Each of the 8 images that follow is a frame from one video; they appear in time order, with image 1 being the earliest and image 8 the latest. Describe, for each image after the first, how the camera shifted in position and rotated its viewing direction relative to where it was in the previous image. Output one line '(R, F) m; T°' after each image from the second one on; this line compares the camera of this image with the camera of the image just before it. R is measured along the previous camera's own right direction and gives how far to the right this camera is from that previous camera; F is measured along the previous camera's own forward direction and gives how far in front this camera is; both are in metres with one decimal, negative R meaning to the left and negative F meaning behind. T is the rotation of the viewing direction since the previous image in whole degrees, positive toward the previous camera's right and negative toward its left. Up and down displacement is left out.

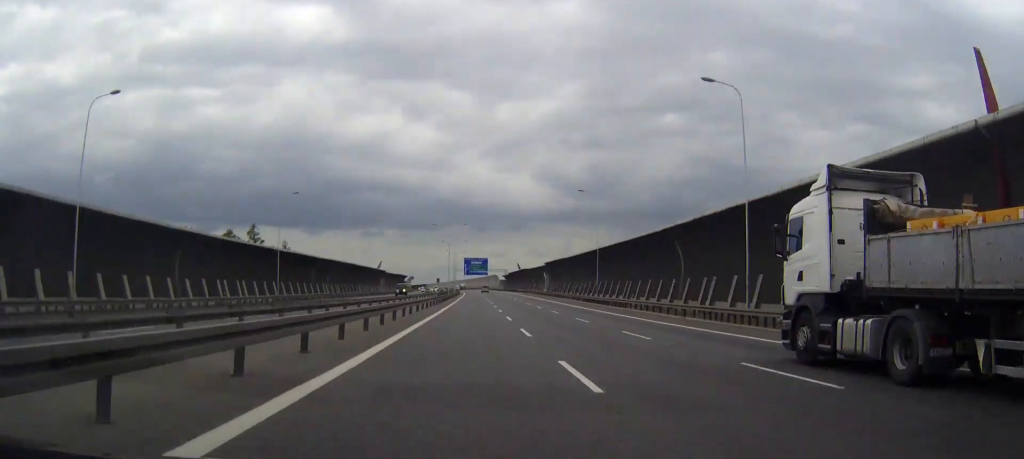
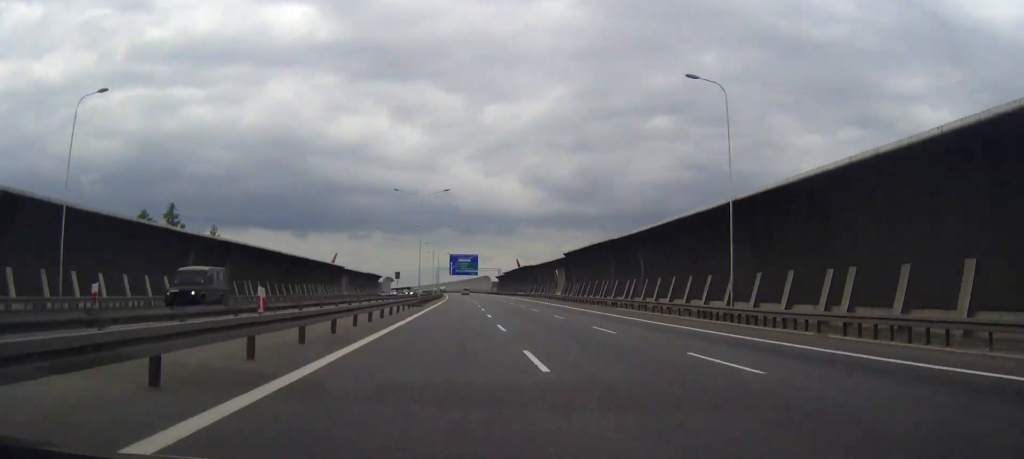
(+0.2, +45.9) m; 0°
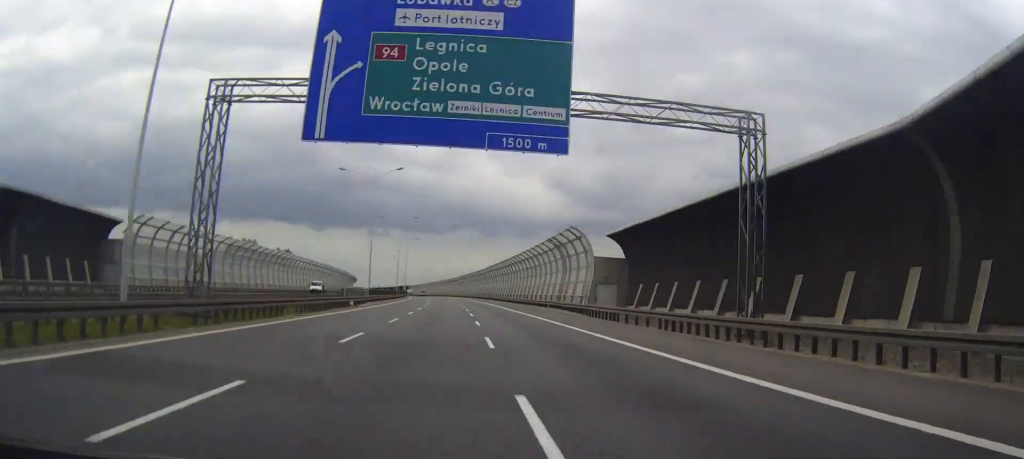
(-3.2, +198.0) m; -3°
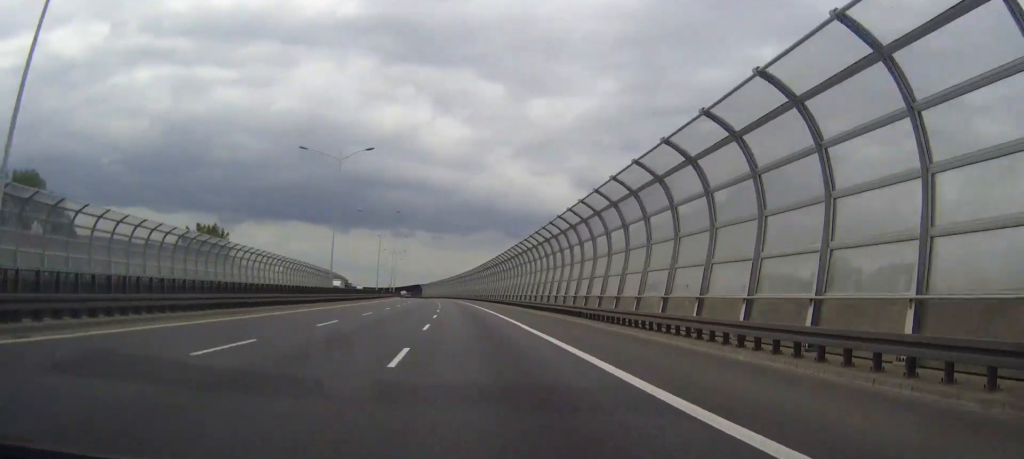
(-2.0, +100.8) m; -3°
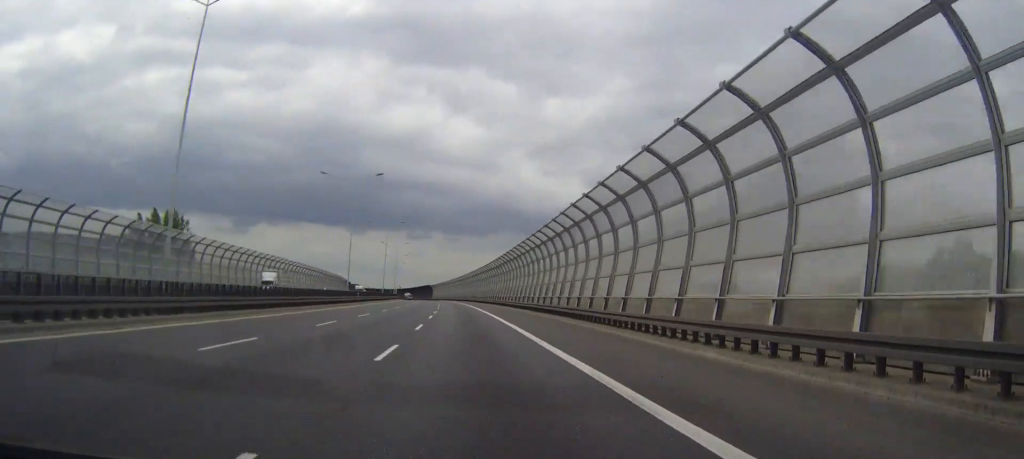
(-0.5, +34.6) m; -1°
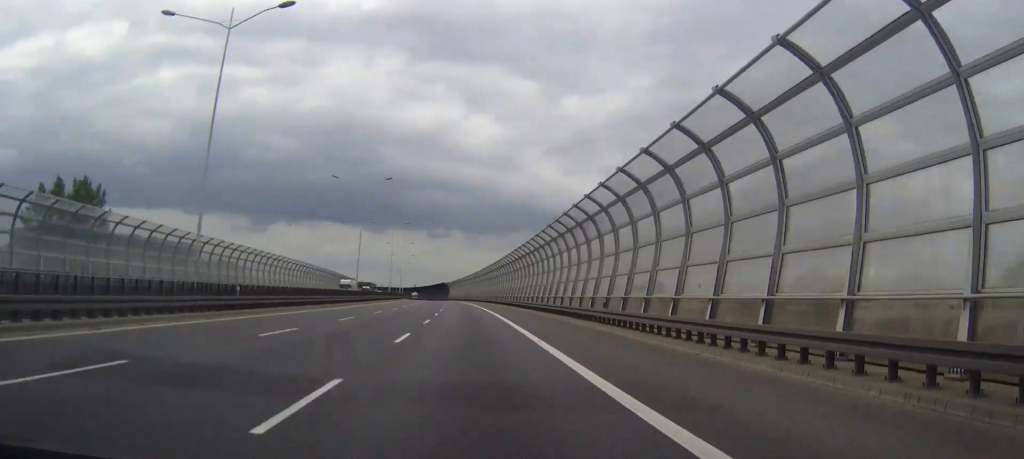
(-0.7, +43.4) m; -1°
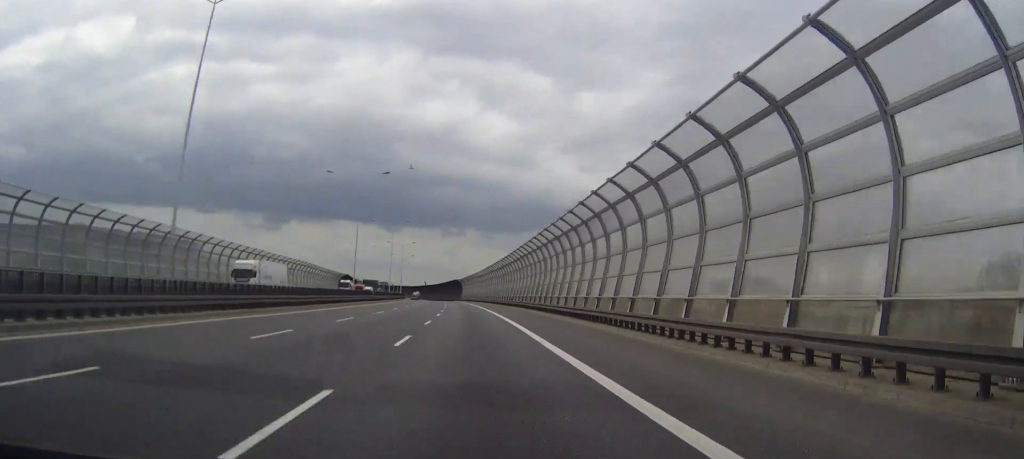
(-0.7, +49.1) m; -1°
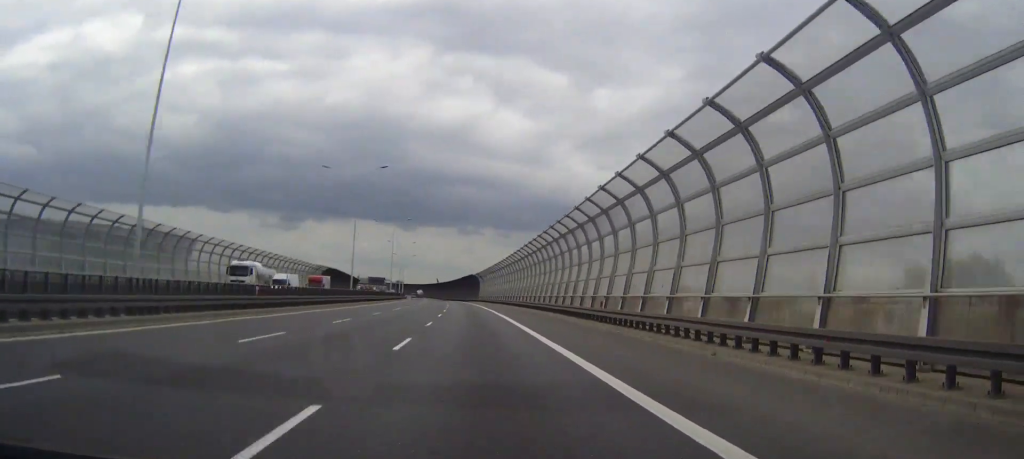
(-0.4, +49.2) m; -1°
